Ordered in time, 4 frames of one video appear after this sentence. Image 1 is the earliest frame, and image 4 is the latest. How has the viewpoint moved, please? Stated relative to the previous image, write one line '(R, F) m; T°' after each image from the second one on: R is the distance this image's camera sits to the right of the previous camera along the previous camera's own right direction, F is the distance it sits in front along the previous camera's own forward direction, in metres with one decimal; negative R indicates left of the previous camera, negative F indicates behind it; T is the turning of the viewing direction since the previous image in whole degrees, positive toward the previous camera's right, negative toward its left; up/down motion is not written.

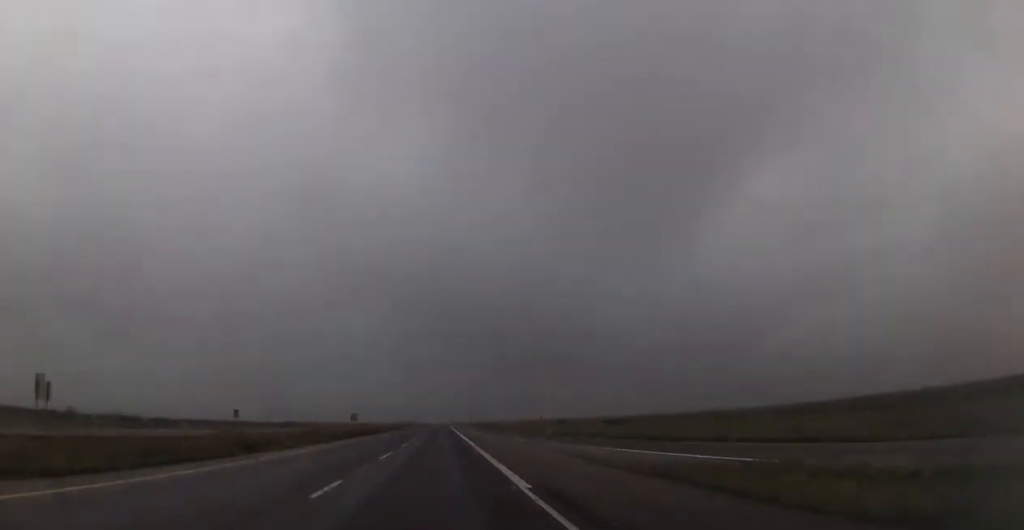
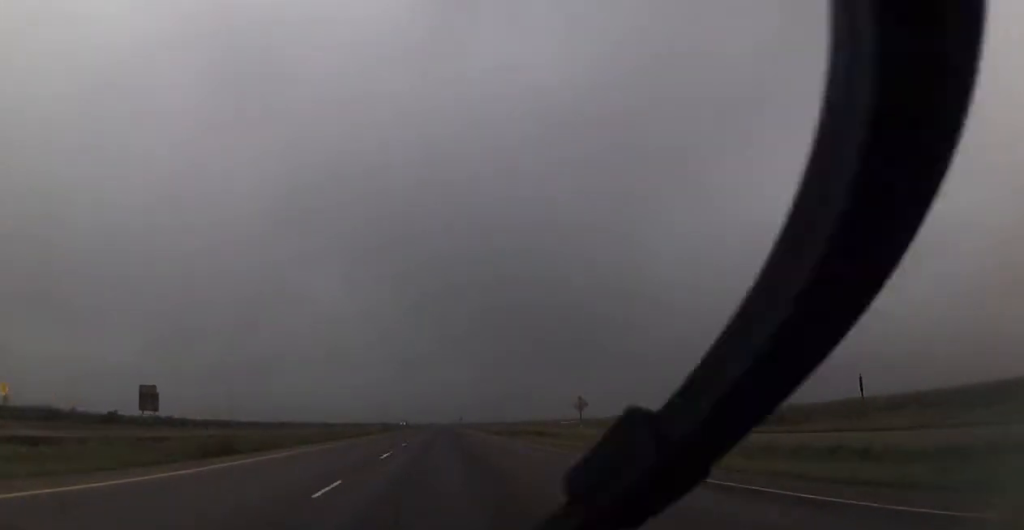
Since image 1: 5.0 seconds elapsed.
(+0.5, +181.8) m; +1°
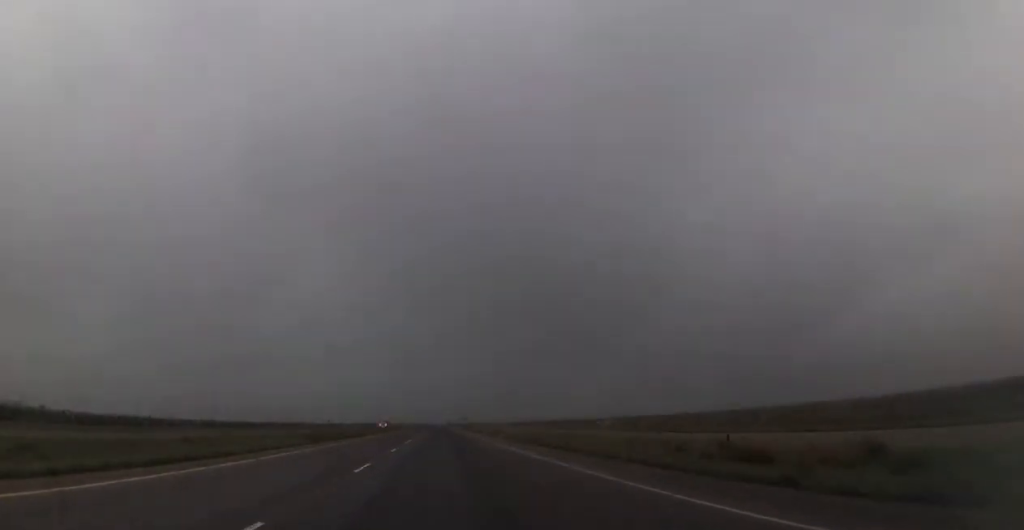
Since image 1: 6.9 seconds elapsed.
(-0.2, +66.6) m; -1°
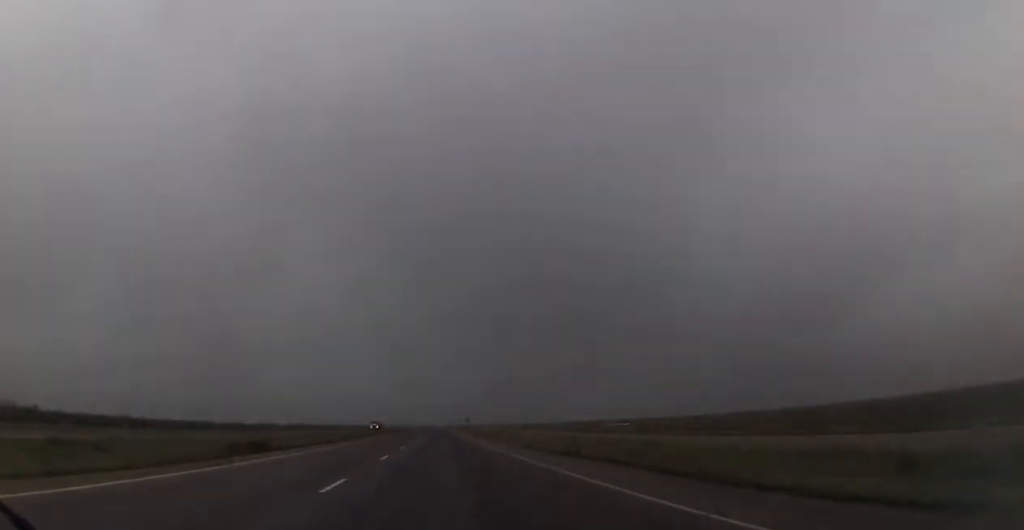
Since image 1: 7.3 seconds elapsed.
(-0.3, +17.0) m; 0°
